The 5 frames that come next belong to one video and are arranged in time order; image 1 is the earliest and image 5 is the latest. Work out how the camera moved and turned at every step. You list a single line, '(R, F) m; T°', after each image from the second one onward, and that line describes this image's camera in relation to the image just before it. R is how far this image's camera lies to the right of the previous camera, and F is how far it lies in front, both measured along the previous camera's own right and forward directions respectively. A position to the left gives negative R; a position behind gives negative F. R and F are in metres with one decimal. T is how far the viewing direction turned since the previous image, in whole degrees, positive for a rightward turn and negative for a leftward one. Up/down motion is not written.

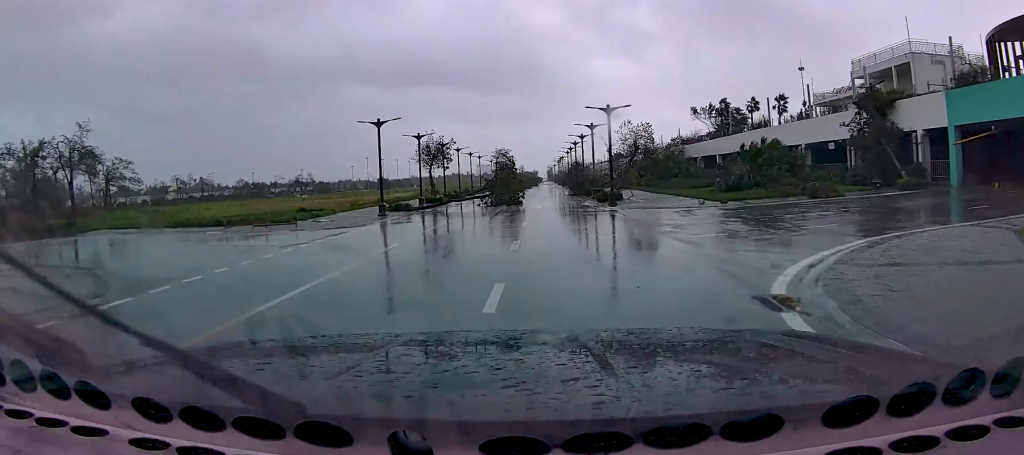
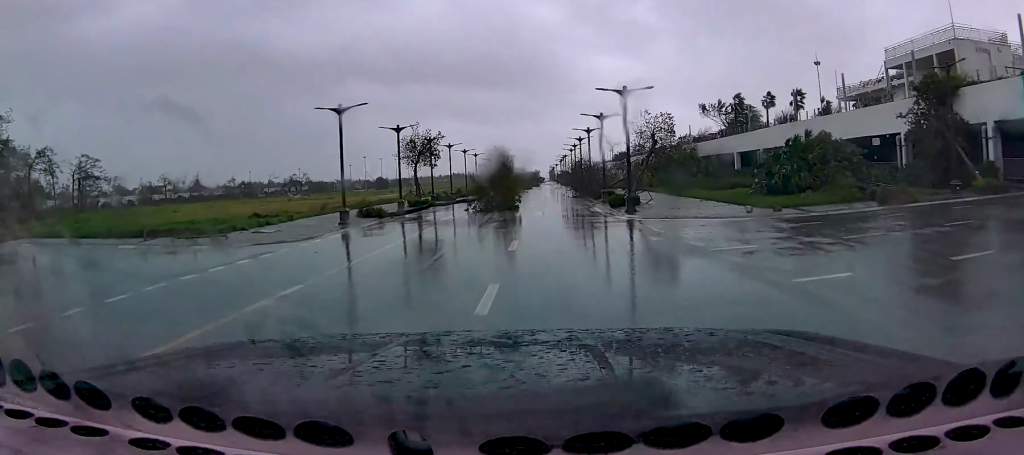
(0.0, +6.3) m; +1°
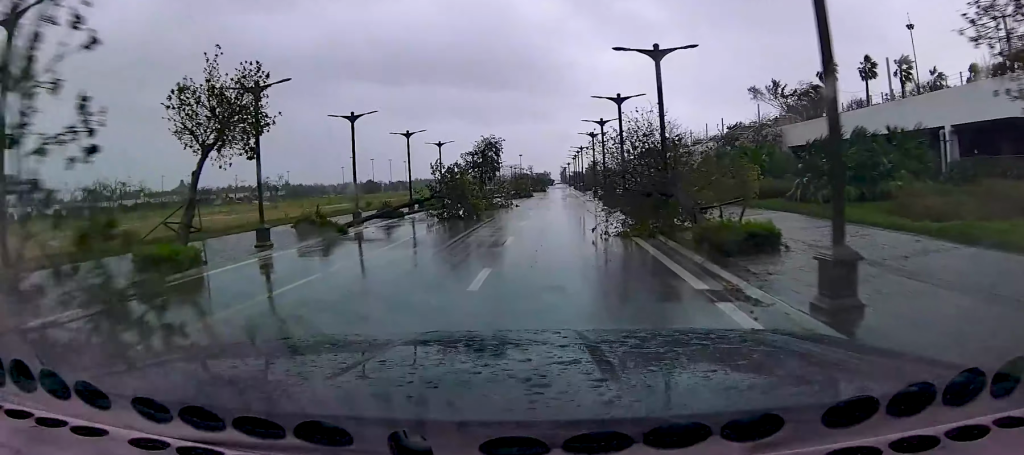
(-0.5, +29.1) m; -2°
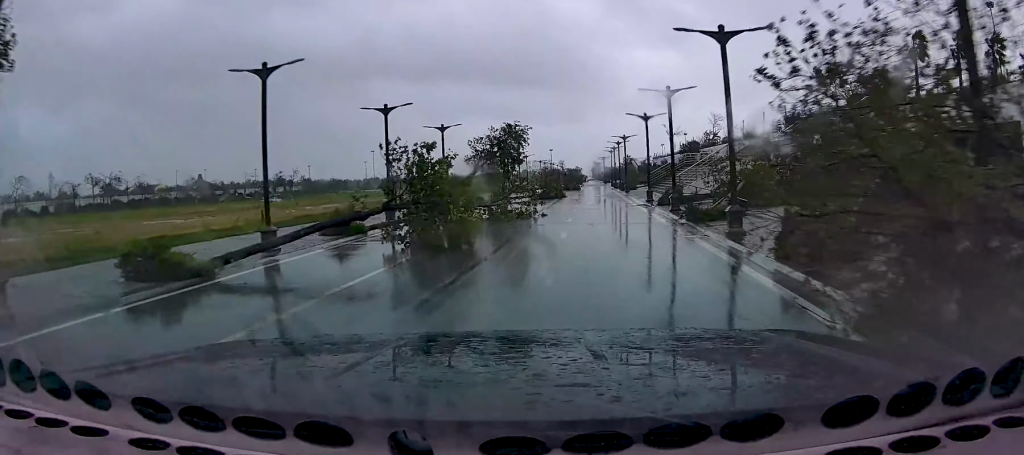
(+0.8, +11.8) m; +2°
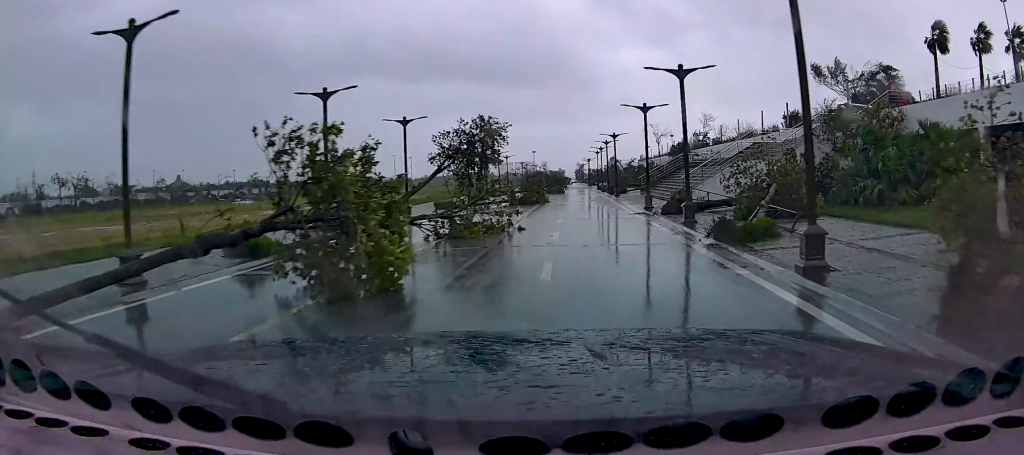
(0.0, +5.5) m; -2°
